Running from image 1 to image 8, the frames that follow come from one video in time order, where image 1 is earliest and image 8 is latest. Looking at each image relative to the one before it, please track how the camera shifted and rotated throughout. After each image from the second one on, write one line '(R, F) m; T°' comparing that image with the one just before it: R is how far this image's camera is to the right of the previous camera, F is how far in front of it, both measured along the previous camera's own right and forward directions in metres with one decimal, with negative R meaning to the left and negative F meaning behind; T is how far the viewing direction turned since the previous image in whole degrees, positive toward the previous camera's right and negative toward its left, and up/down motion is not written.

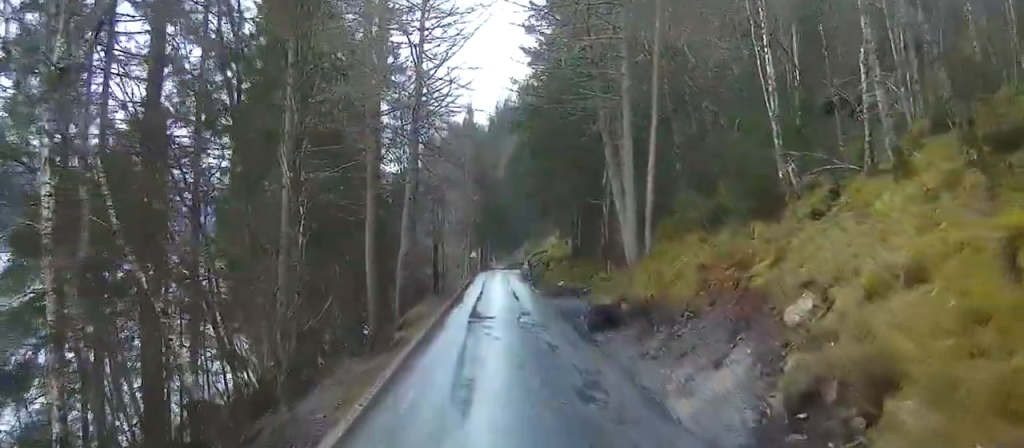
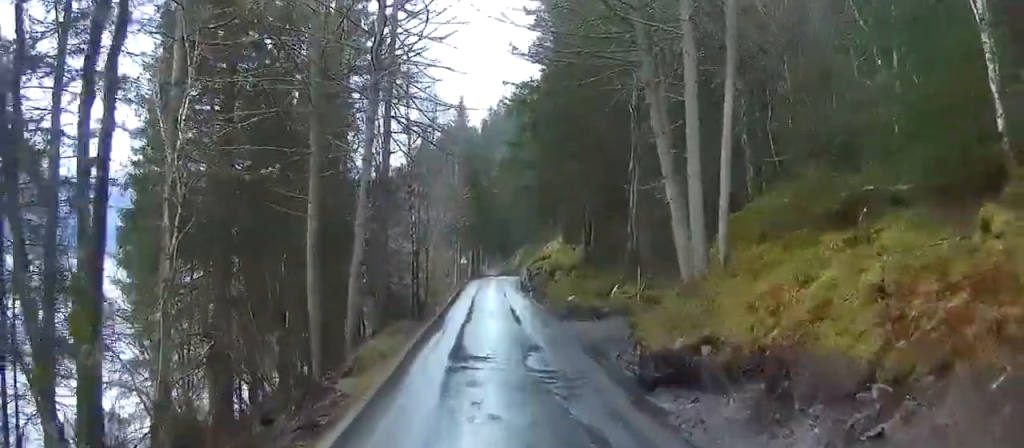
(-0.5, +13.7) m; -3°
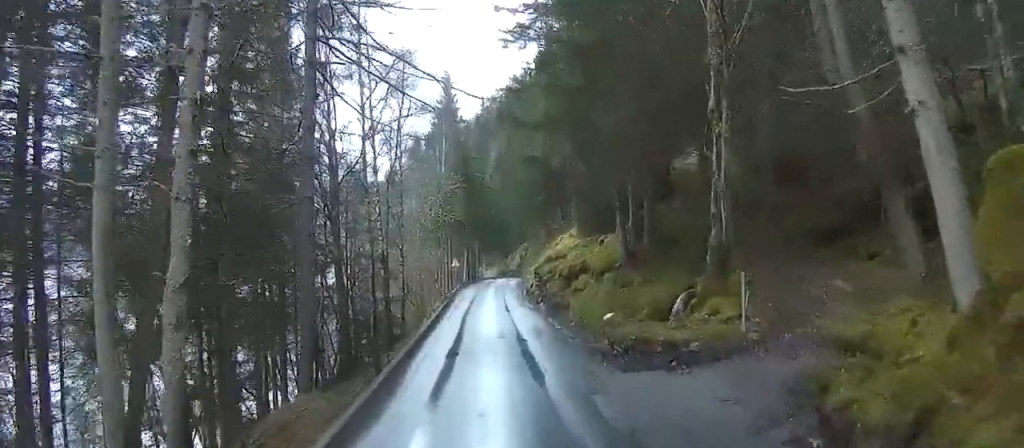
(-0.5, +18.4) m; -4°
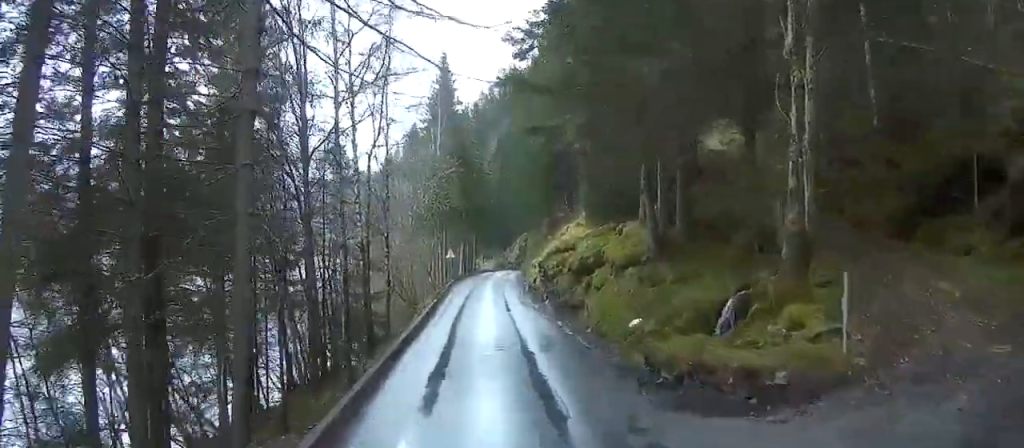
(+0.1, +7.4) m; -2°
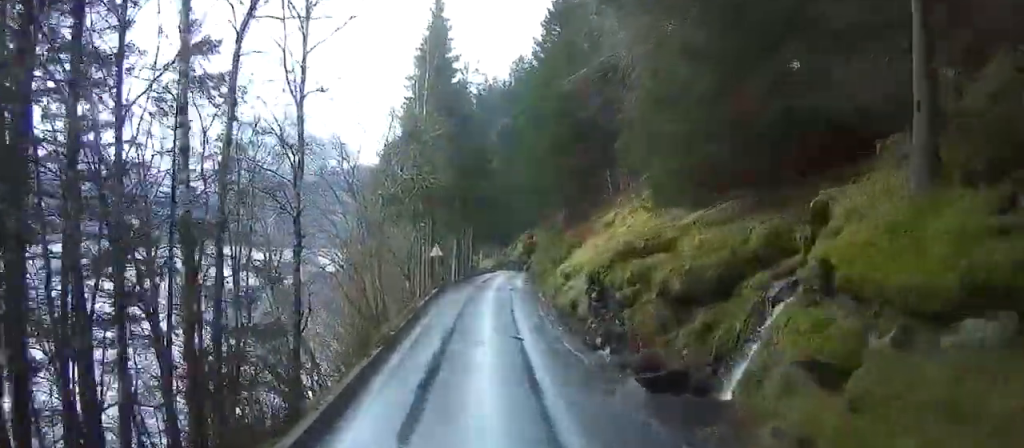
(-0.8, +25.3) m; 0°
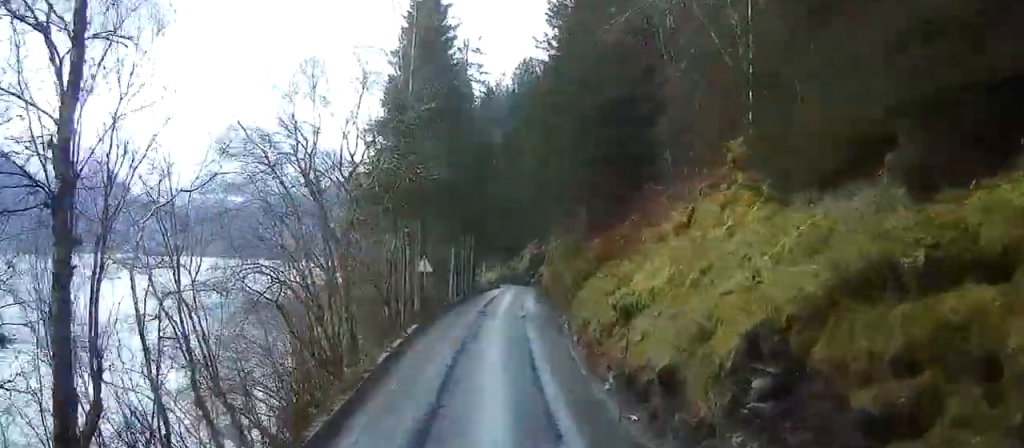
(+0.5, +16.3) m; +4°
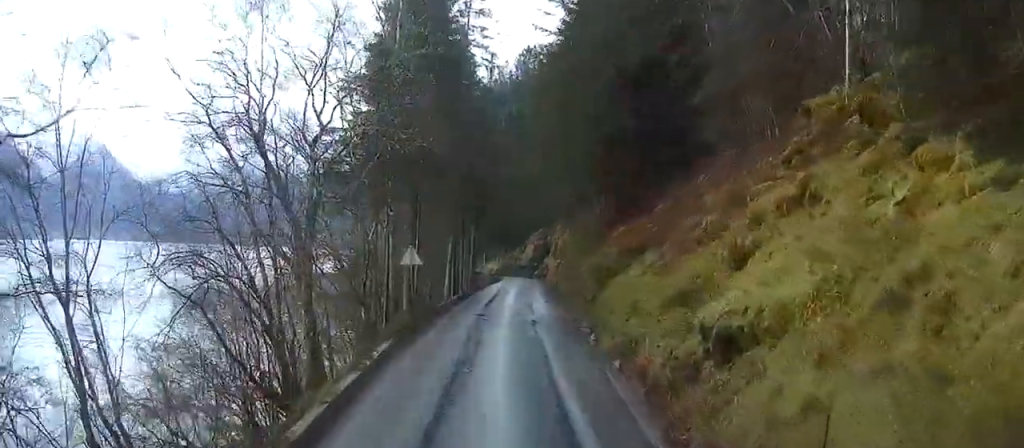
(+0.2, +10.4) m; +2°
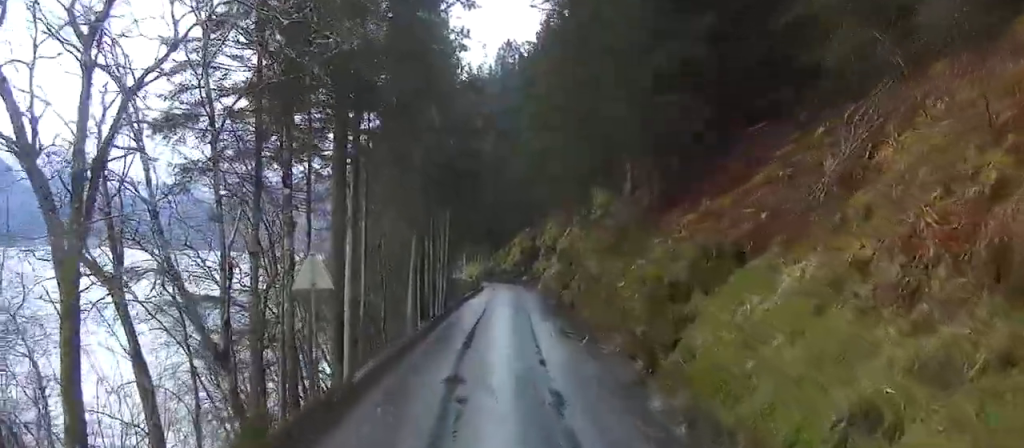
(+0.3, +19.9) m; 0°
